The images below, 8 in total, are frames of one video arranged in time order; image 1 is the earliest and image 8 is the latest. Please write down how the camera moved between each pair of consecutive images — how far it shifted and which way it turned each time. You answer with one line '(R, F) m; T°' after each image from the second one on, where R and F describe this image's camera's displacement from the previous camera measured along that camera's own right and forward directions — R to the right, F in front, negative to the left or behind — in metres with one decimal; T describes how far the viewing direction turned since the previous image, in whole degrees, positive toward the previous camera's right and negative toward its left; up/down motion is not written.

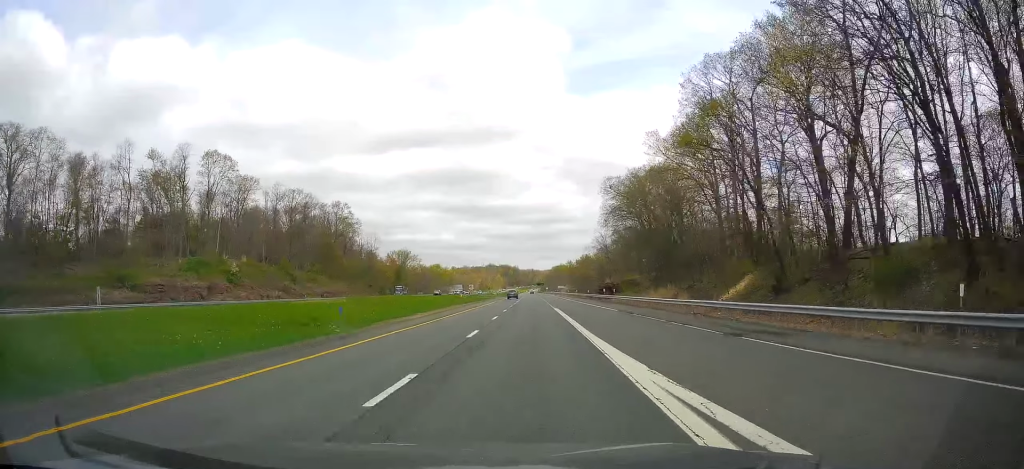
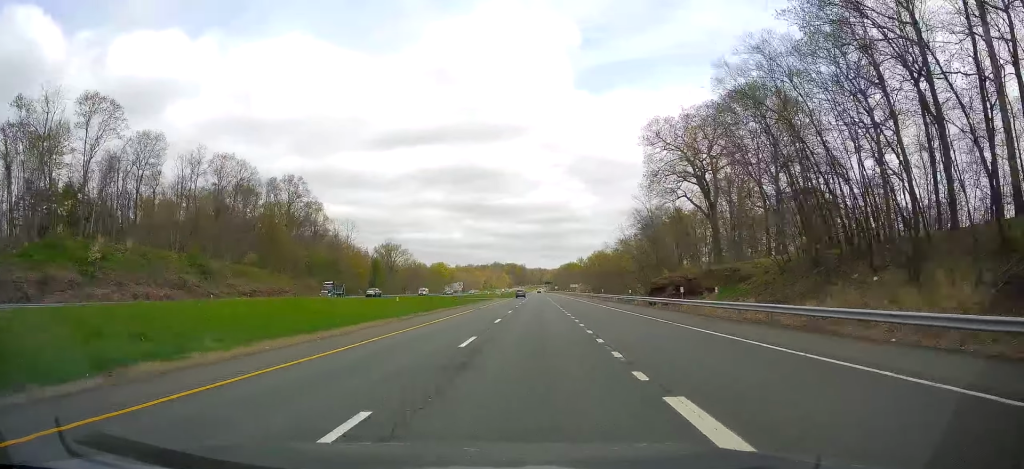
(-0.2, +40.1) m; -2°
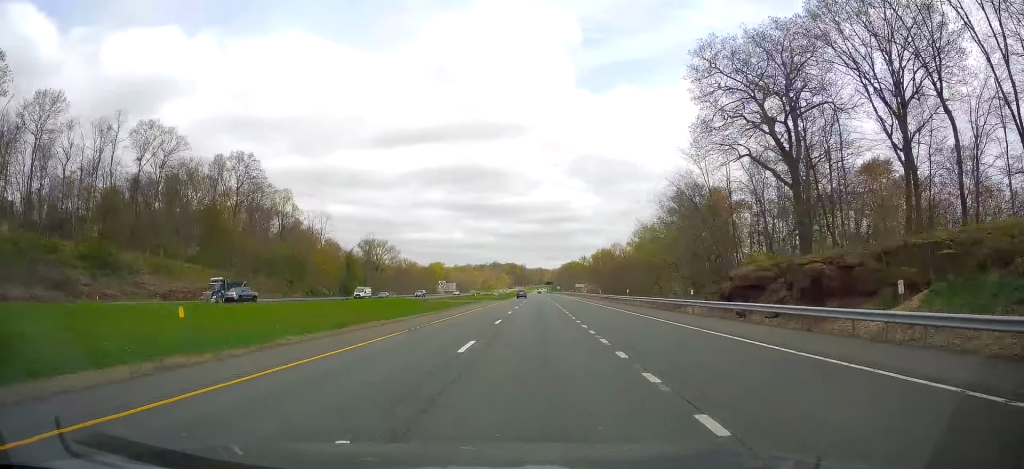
(-0.8, +25.8) m; -1°
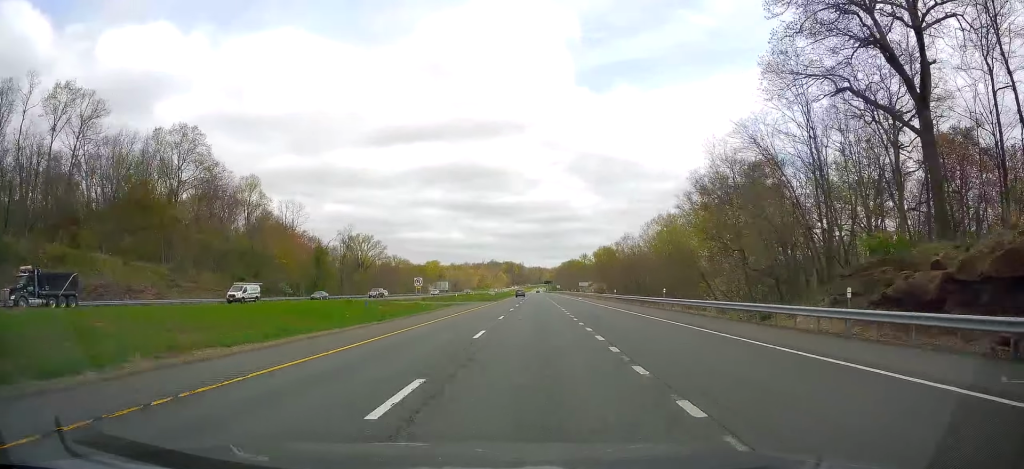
(0.0, +20.6) m; +1°
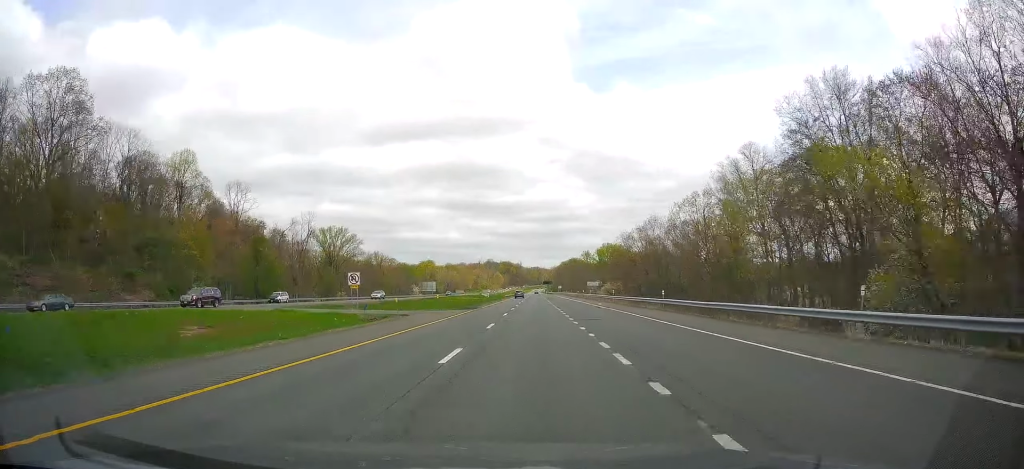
(+0.4, +31.0) m; +1°
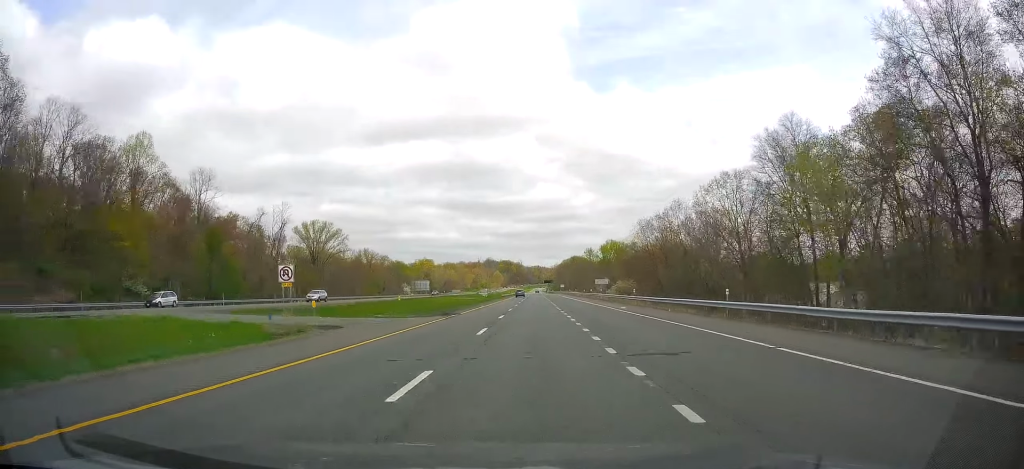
(+0.2, +16.5) m; 0°
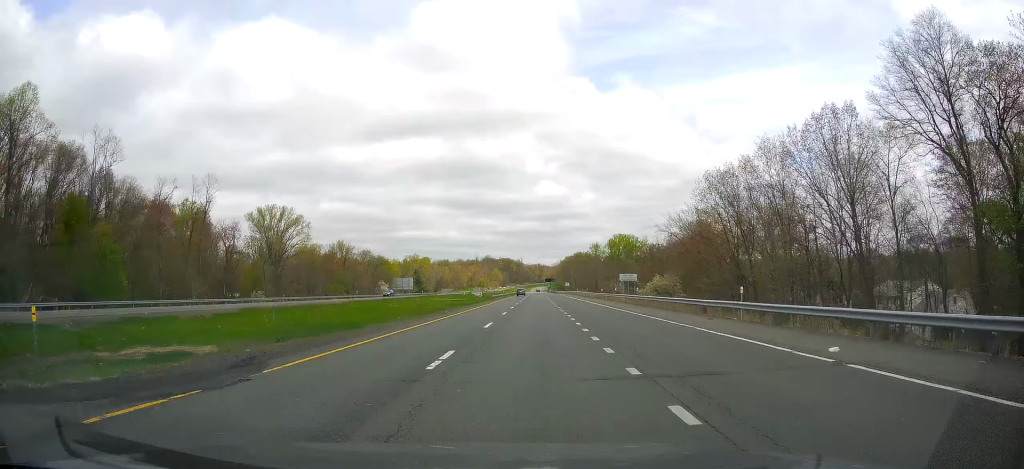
(-0.6, +32.9) m; -1°
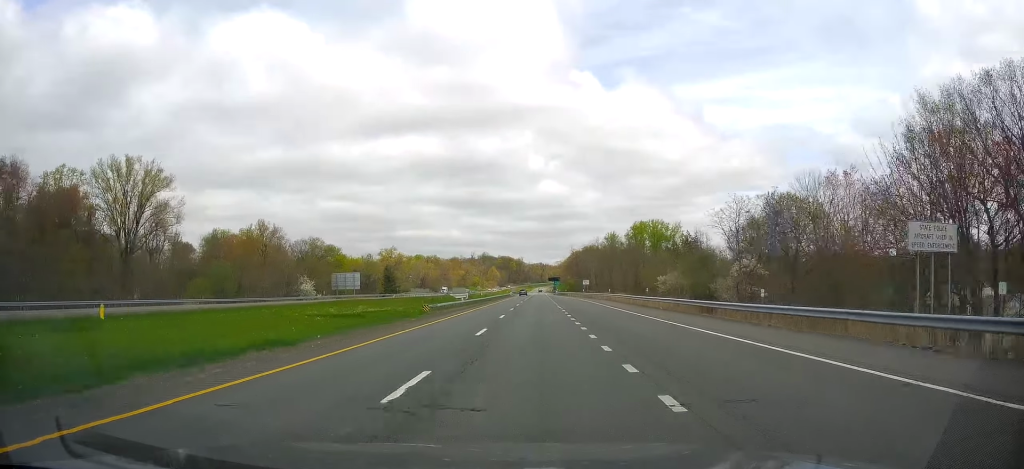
(+0.7, +64.8) m; +1°
